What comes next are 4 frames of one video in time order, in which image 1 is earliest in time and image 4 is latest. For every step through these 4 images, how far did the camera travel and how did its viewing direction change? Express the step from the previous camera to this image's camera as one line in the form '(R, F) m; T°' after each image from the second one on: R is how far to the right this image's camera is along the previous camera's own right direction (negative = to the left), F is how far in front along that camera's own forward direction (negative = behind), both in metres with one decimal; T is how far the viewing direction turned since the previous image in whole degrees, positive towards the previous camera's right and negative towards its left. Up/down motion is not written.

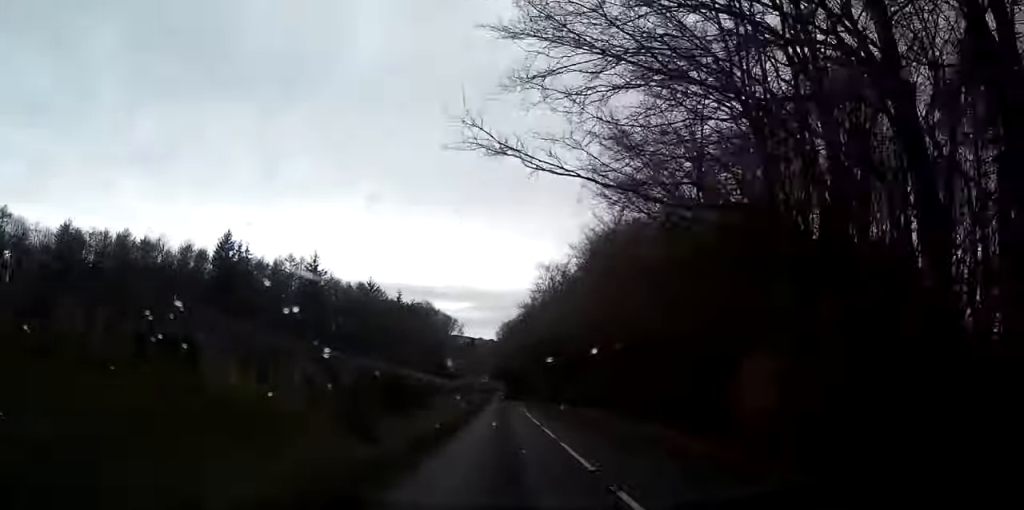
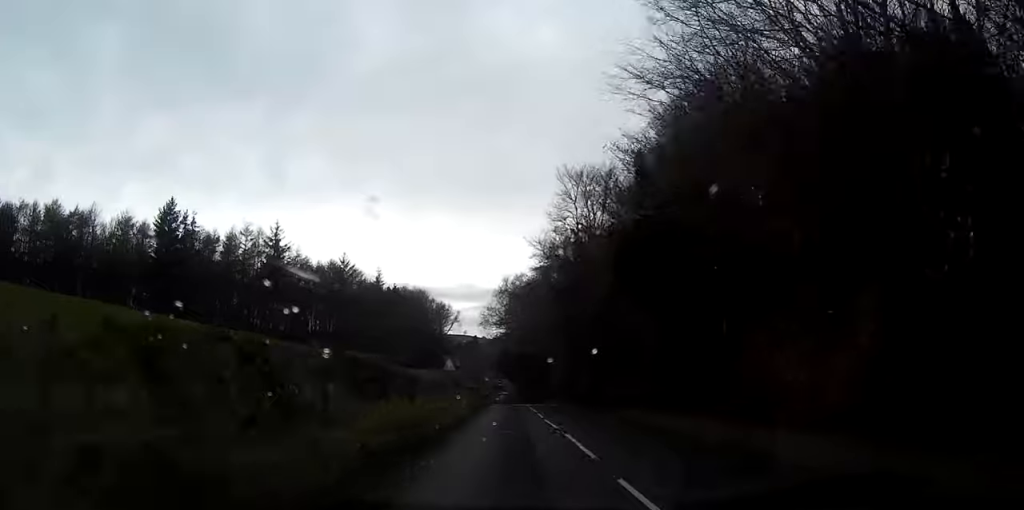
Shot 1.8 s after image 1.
(-1.5, +35.3) m; -5°
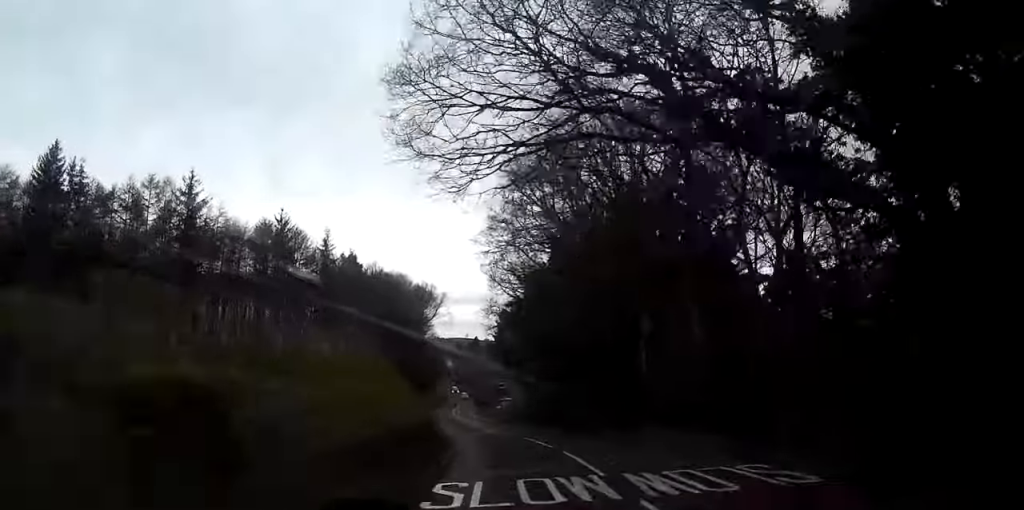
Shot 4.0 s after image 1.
(+0.5, +46.0) m; 0°
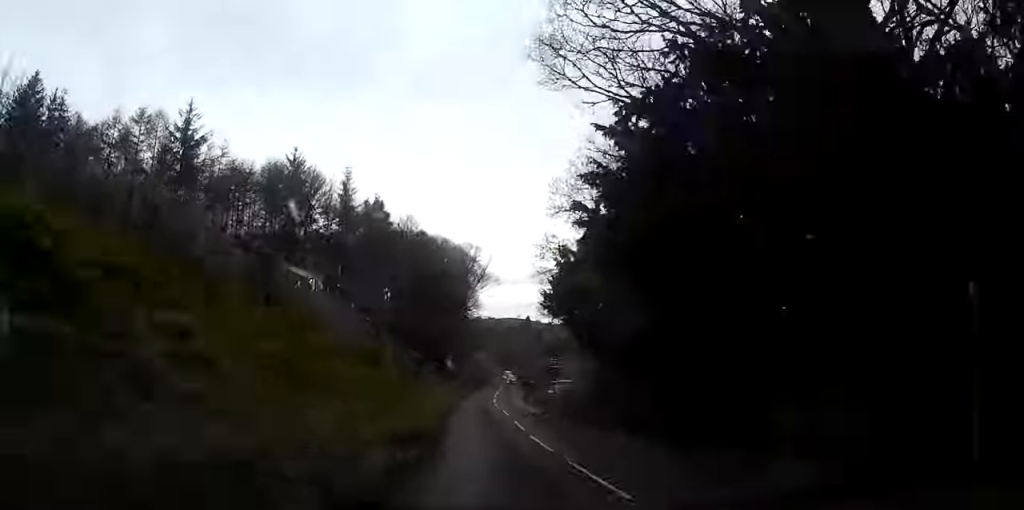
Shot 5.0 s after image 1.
(-0.3, +20.3) m; -3°
